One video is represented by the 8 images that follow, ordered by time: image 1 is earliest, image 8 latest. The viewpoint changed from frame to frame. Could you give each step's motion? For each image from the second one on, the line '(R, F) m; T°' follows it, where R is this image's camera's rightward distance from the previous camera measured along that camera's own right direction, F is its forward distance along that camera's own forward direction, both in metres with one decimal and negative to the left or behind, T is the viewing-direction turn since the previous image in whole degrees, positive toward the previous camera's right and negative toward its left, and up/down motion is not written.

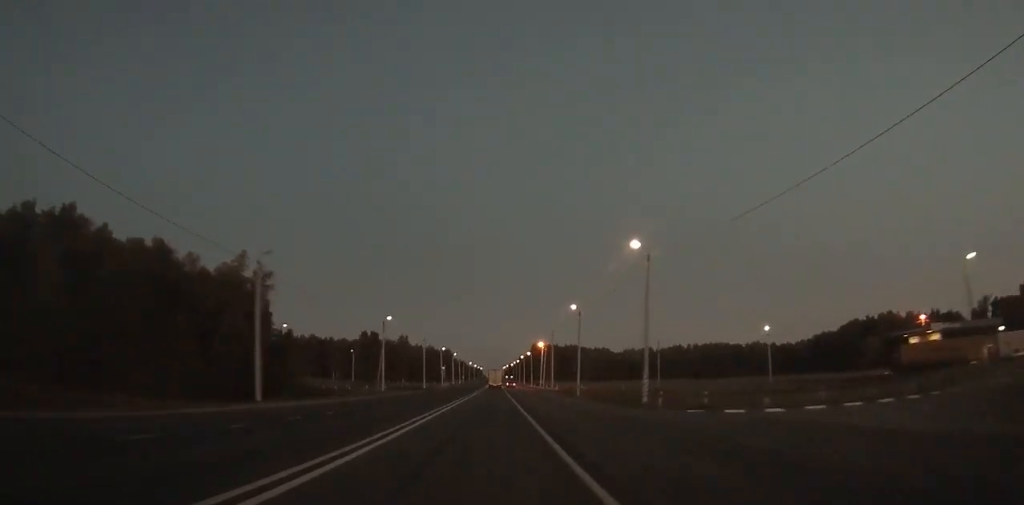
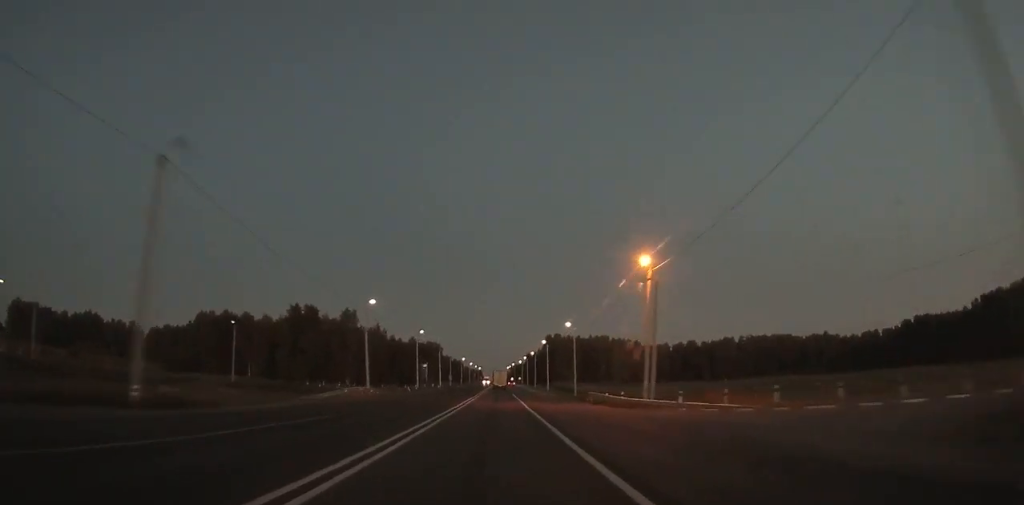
(-0.1, +84.7) m; 0°
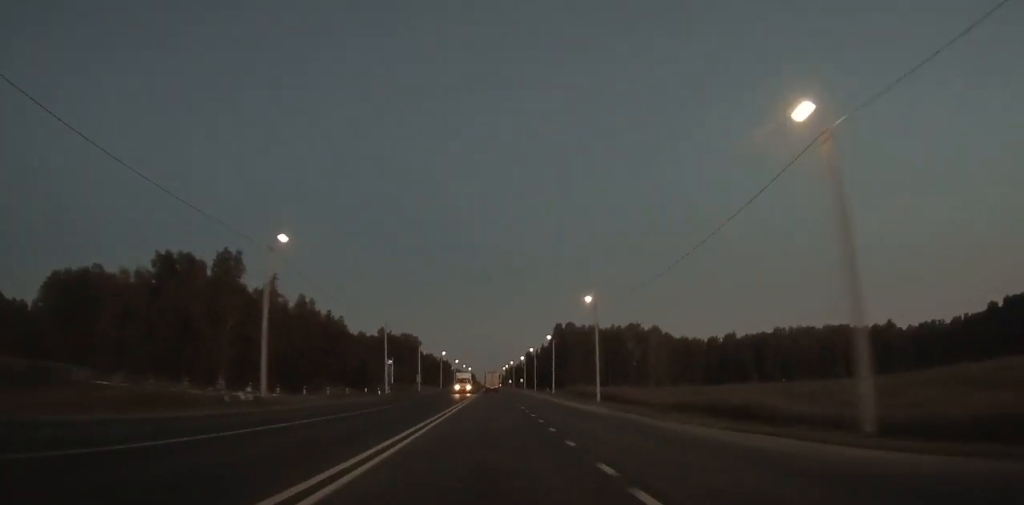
(0.0, +59.8) m; 0°
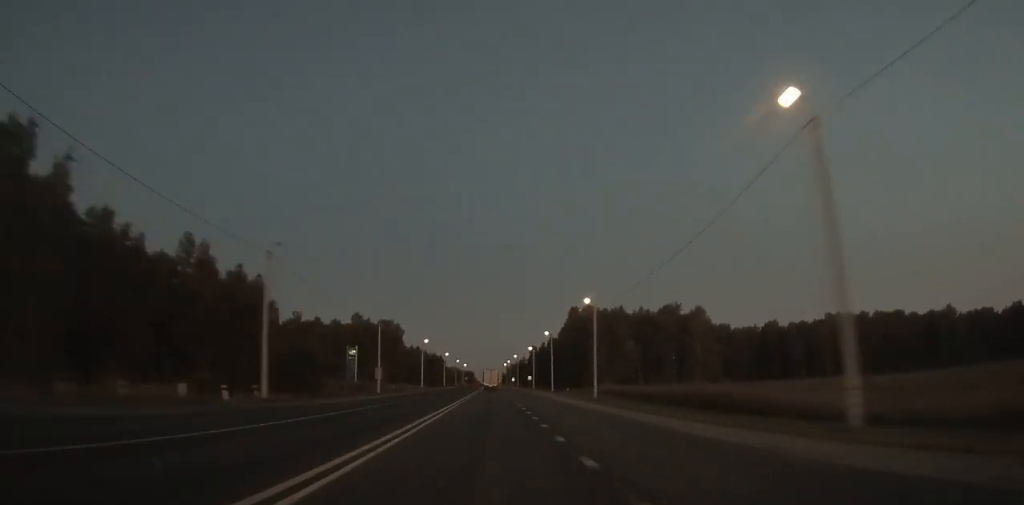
(+0.1, +38.0) m; 0°
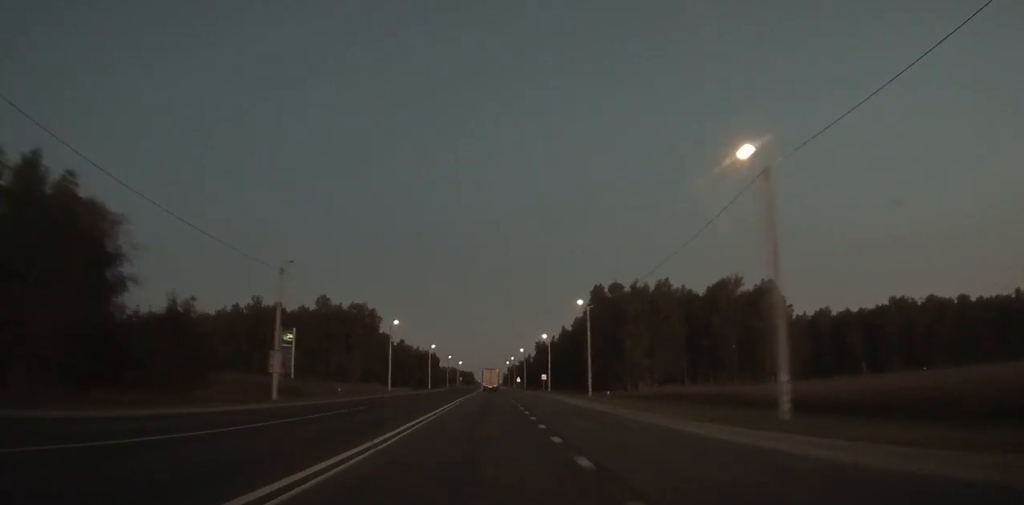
(0.0, +35.7) m; 0°
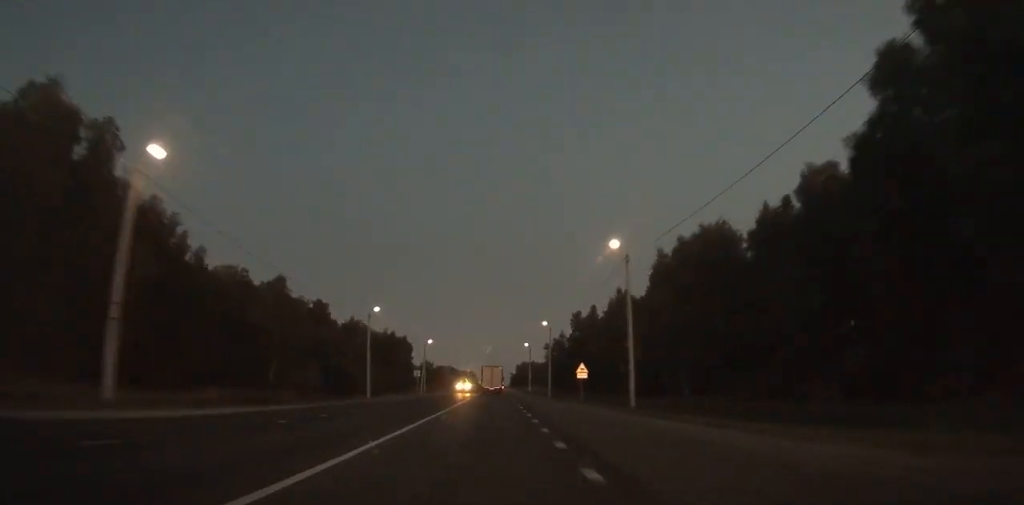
(-0.2, +96.7) m; 0°
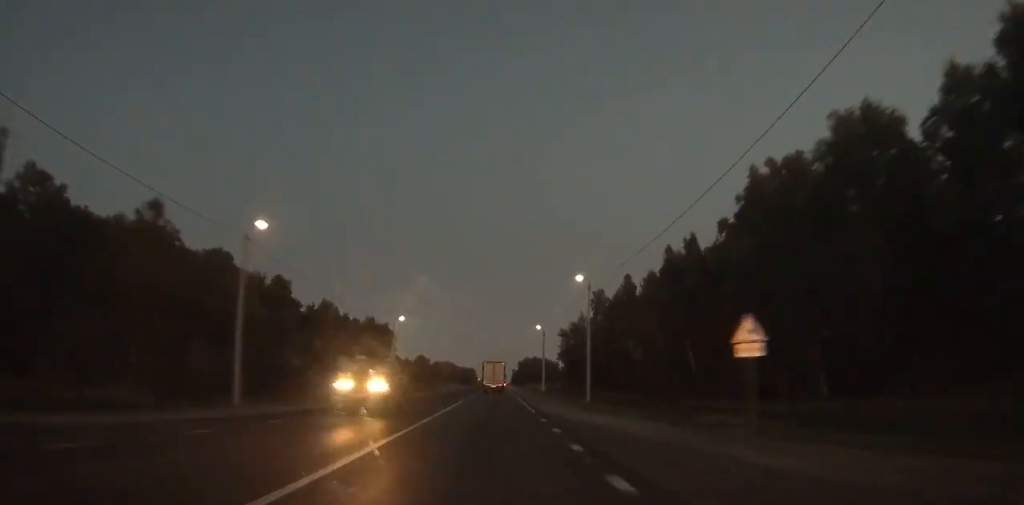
(0.0, +28.0) m; 0°
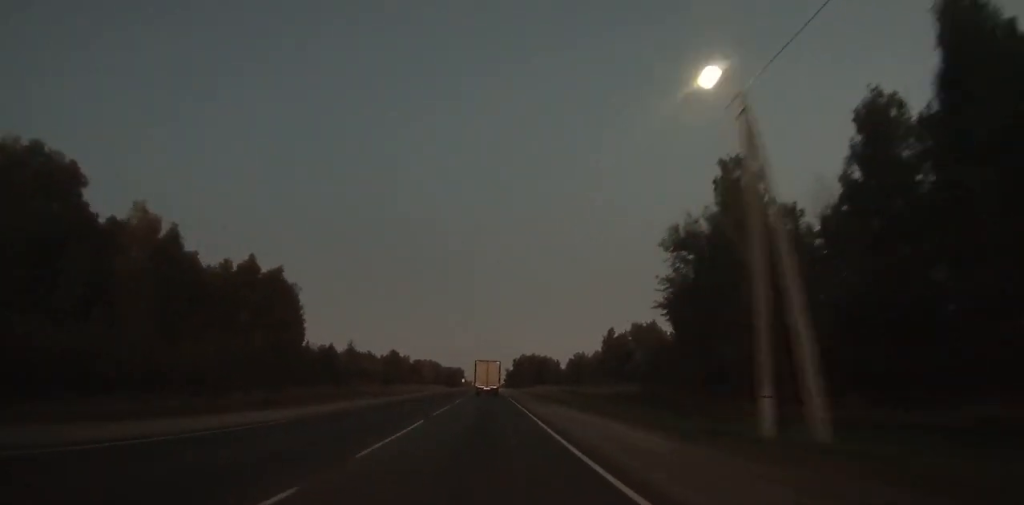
(-0.1, +66.4) m; 0°
